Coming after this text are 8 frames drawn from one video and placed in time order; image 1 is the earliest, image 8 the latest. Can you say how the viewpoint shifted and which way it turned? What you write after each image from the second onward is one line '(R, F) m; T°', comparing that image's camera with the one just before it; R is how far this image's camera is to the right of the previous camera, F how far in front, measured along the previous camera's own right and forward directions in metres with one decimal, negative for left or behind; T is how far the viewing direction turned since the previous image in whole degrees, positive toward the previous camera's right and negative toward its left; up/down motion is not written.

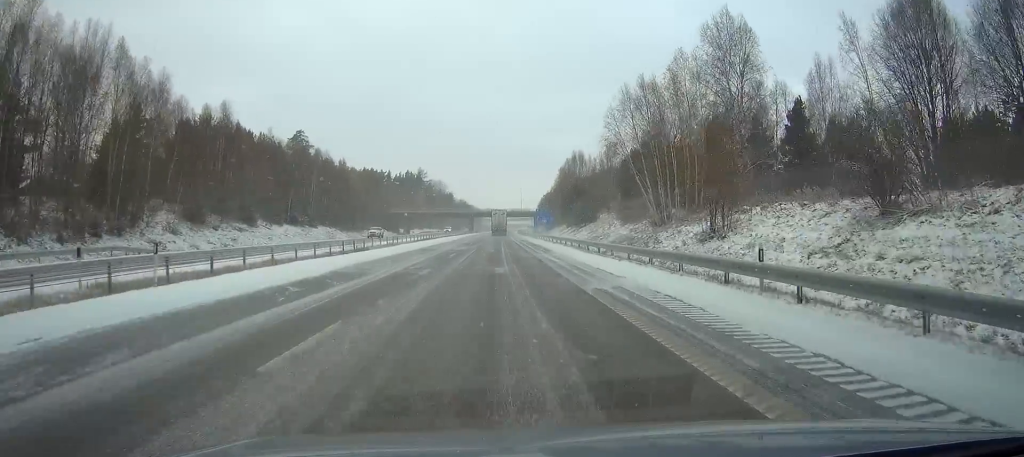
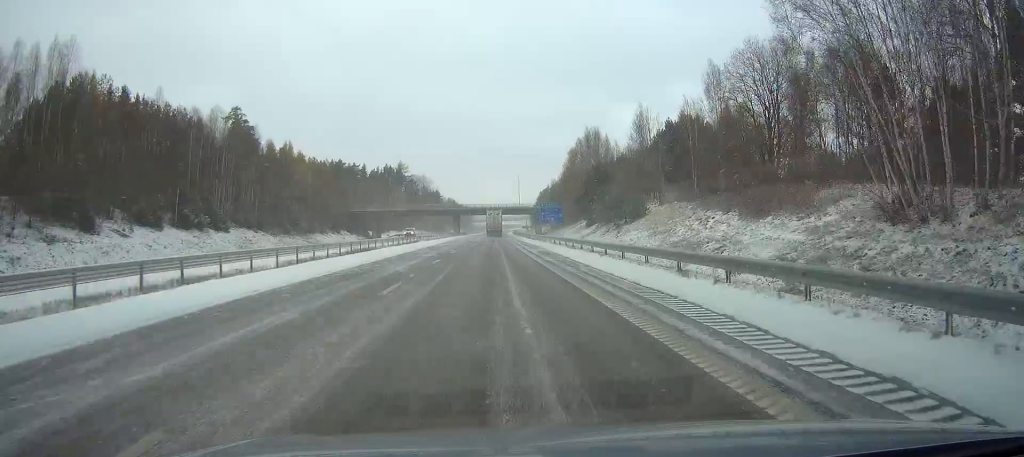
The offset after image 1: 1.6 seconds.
(+0.3, +40.5) m; +1°
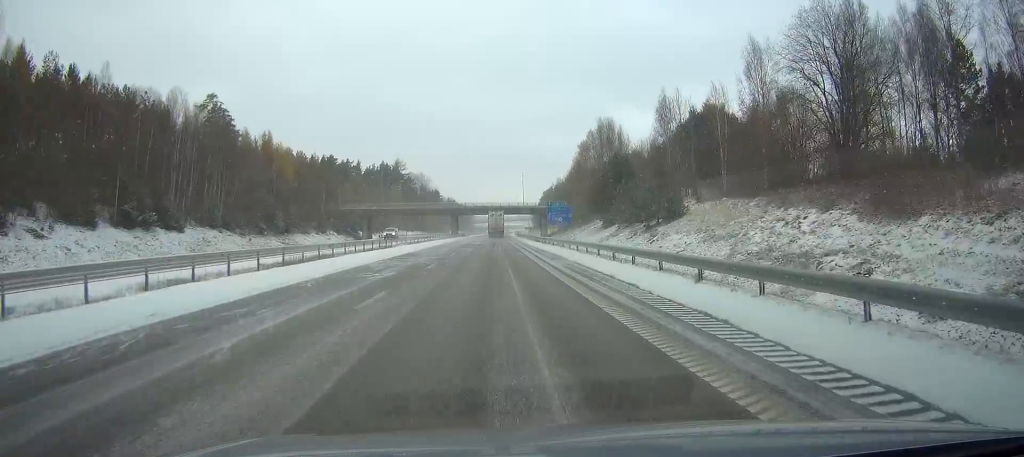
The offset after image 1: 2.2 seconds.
(-0.1, +14.0) m; 0°
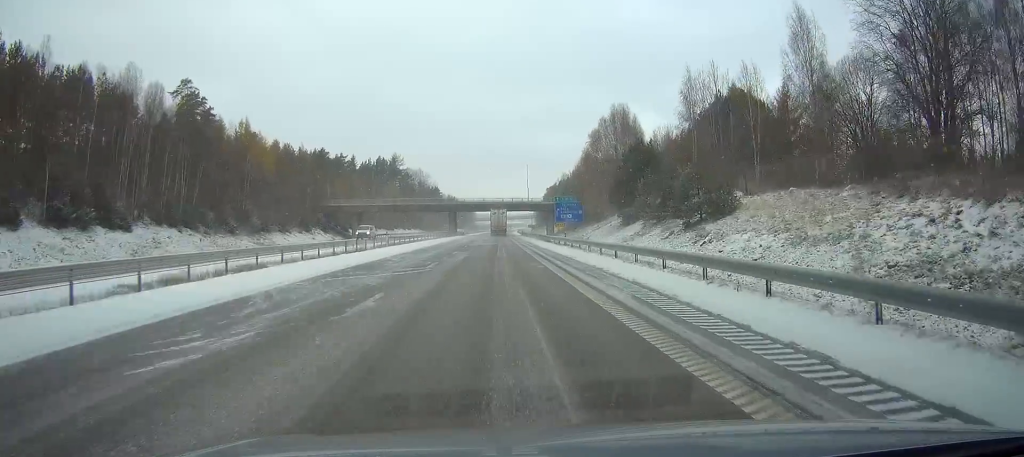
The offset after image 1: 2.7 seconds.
(0.0, +12.3) m; 0°
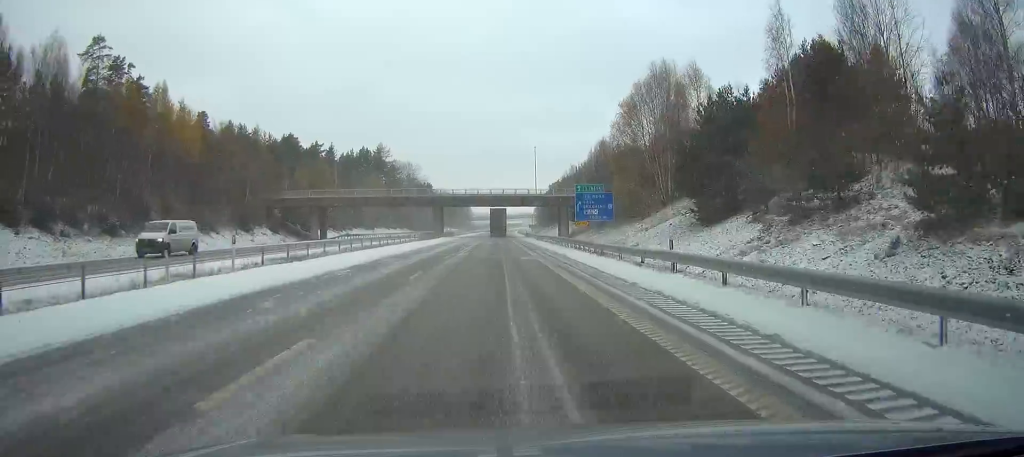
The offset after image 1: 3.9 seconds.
(0.0, +29.6) m; 0°
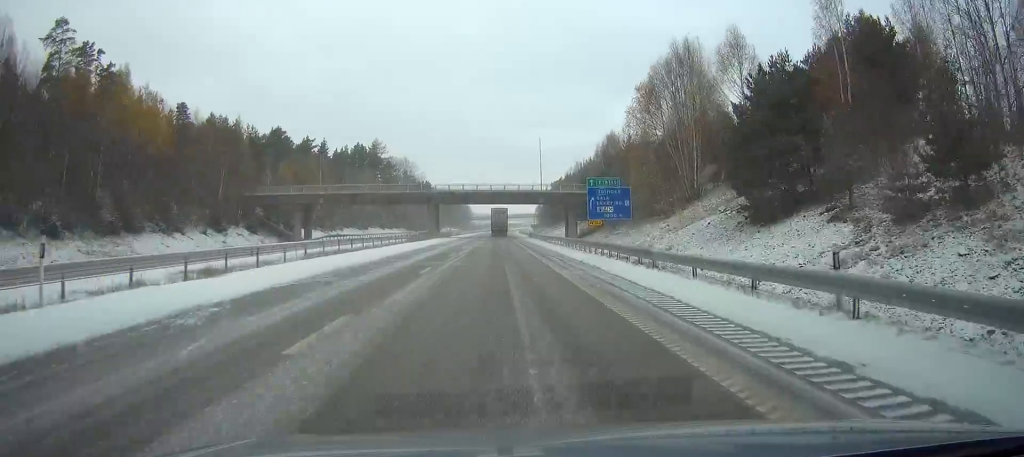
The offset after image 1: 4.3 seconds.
(-0.1, +9.8) m; 0°
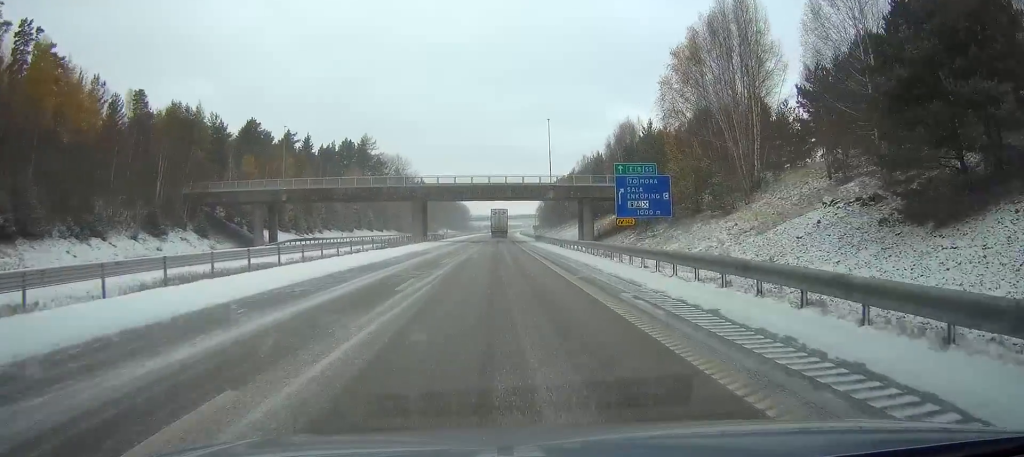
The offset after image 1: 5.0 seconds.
(+0.1, +16.4) m; 0°
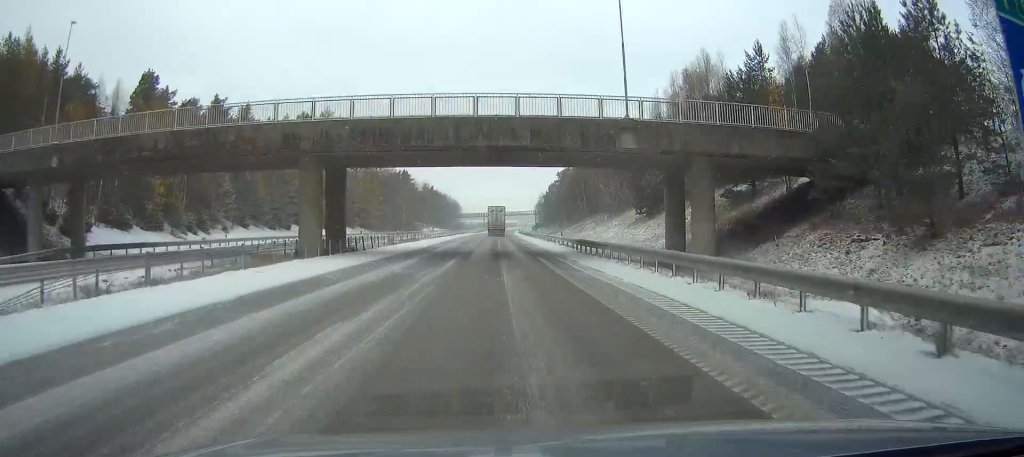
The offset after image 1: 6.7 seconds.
(+0.1, +43.7) m; 0°
